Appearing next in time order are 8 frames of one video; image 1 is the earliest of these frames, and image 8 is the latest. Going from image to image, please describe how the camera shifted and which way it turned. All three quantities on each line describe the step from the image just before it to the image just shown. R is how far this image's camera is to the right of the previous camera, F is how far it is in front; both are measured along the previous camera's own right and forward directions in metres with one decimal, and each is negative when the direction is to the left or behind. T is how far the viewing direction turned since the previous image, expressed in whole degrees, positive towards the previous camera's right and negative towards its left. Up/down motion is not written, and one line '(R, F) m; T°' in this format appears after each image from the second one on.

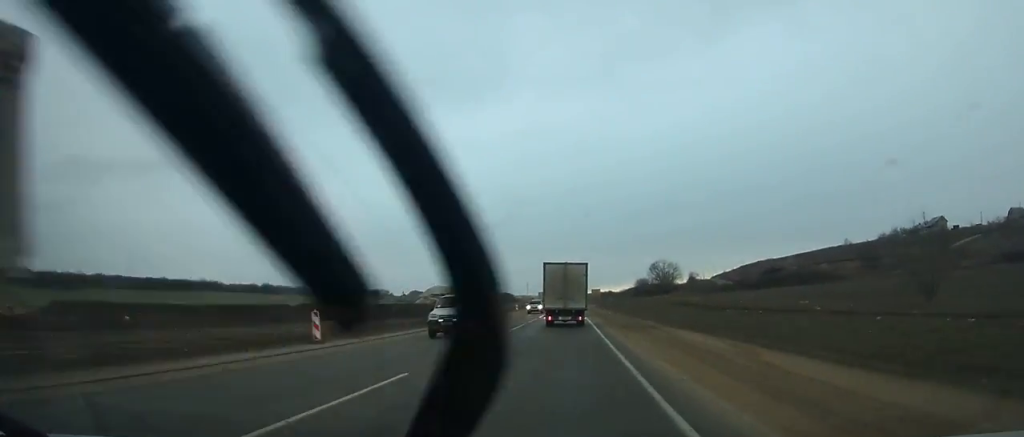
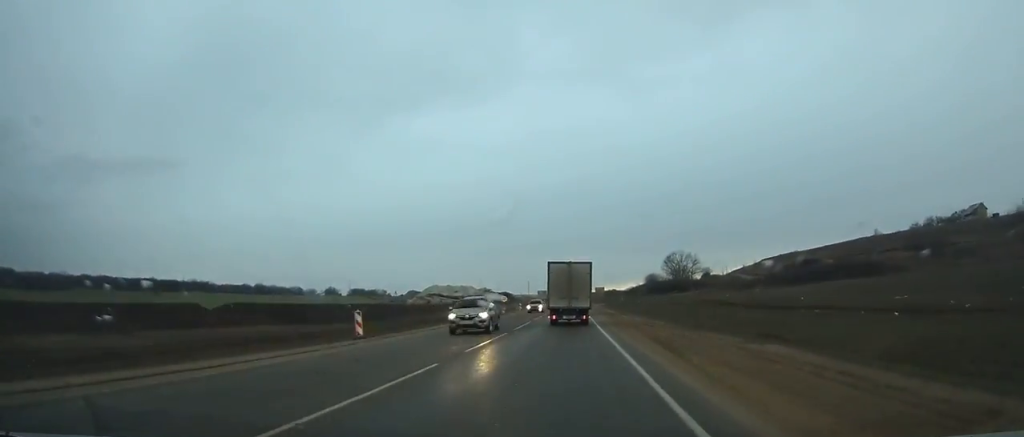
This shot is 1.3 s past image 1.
(+0.1, +22.6) m; 0°
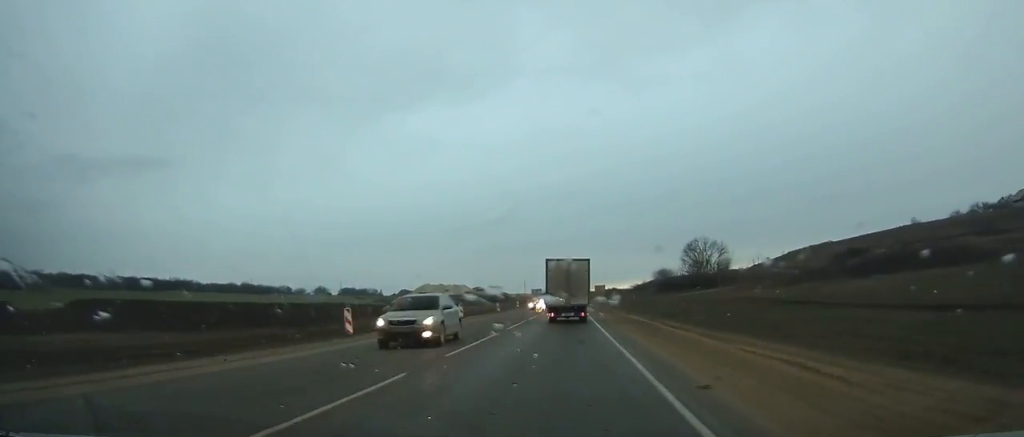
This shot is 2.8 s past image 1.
(-0.2, +25.8) m; 0°
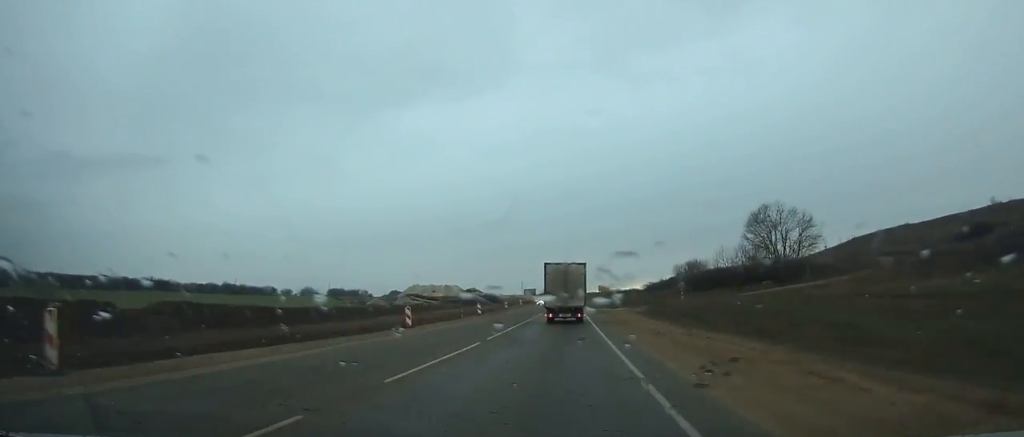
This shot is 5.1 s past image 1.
(-0.1, +39.5) m; 0°
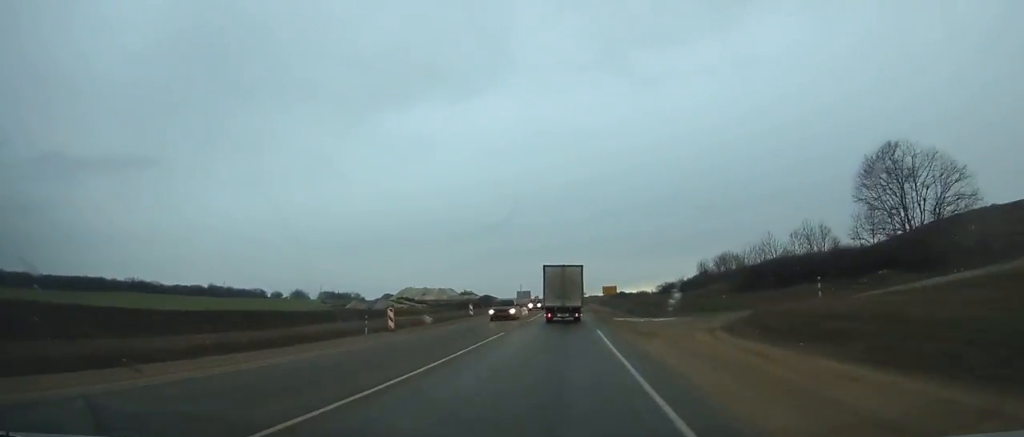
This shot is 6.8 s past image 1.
(+0.1, +29.1) m; 0°
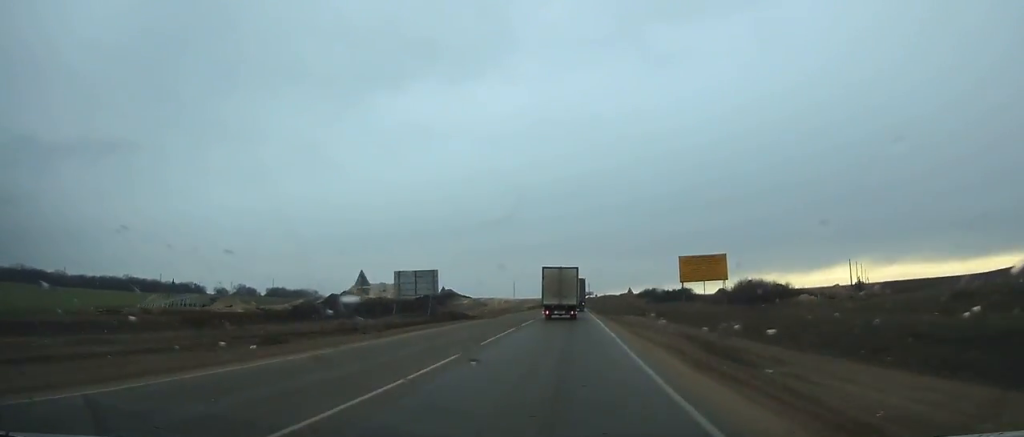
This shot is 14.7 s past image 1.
(-0.1, +134.6) m; 0°
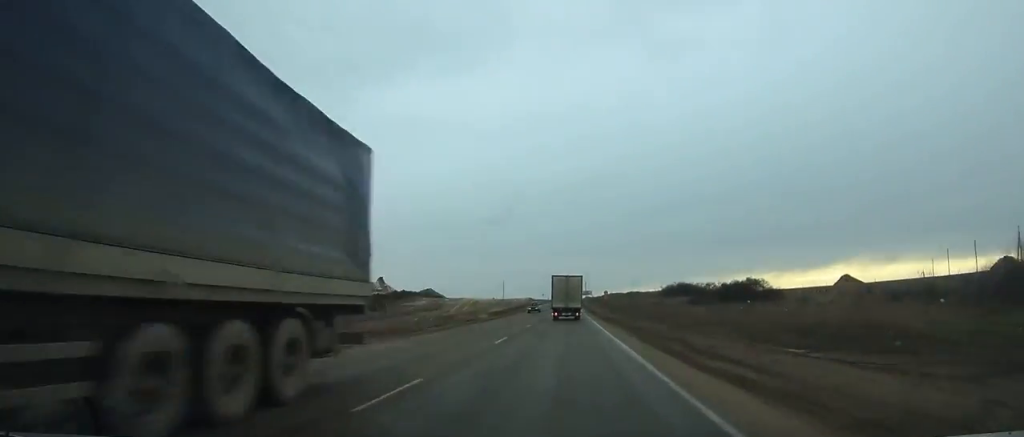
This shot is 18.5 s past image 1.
(-0.2, +65.7) m; 0°
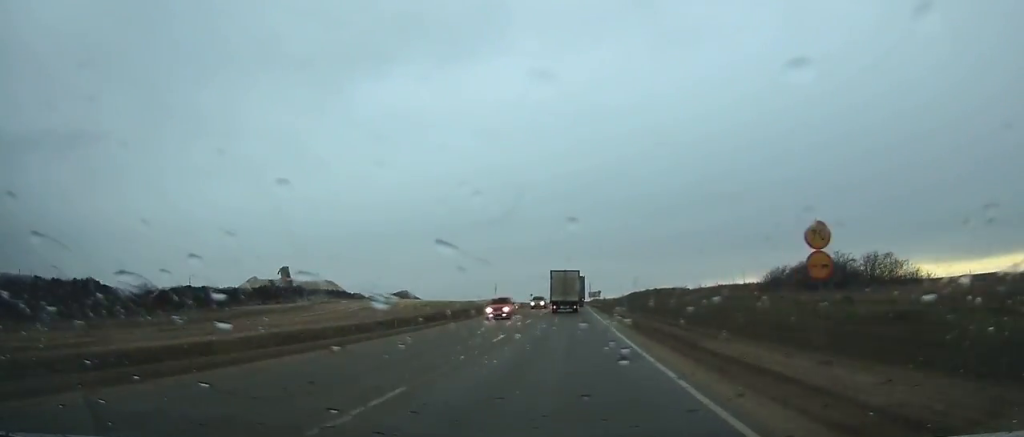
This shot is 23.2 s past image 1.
(0.0, +82.6) m; 0°
